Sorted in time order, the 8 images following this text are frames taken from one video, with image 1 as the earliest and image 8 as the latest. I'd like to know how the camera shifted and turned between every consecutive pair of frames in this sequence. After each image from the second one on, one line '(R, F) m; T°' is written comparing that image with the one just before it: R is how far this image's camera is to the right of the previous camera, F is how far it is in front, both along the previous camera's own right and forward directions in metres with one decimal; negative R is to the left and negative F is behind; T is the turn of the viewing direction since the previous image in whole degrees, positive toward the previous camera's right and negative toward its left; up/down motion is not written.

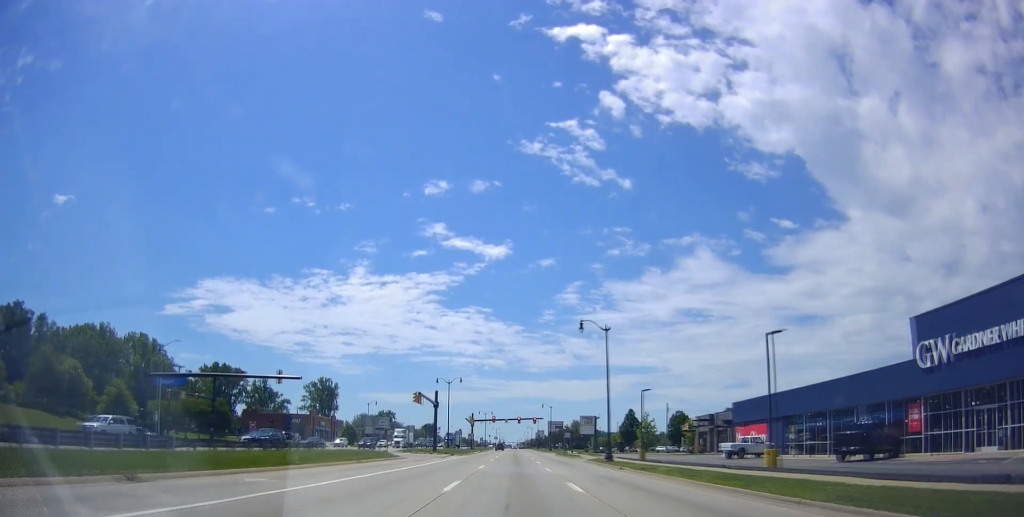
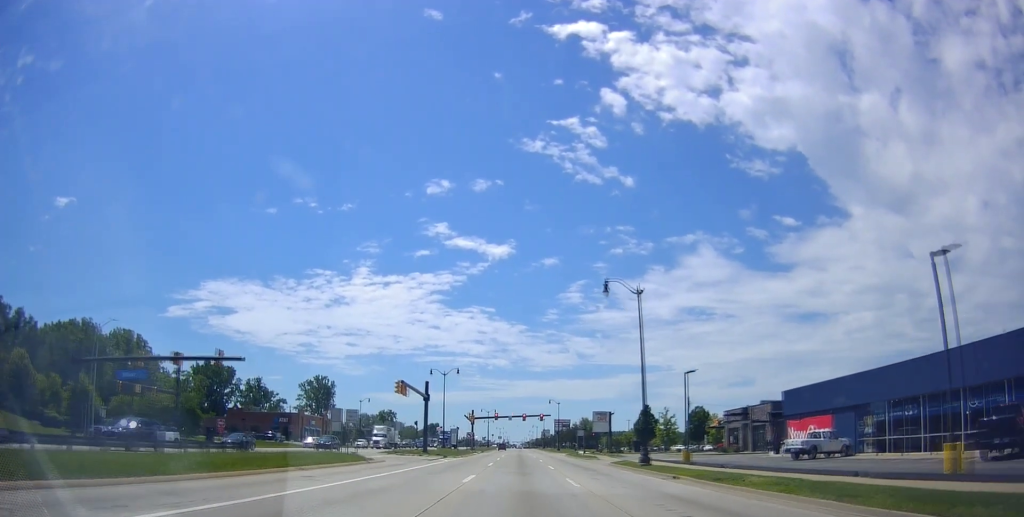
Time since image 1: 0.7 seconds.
(+0.1, +11.0) m; +1°
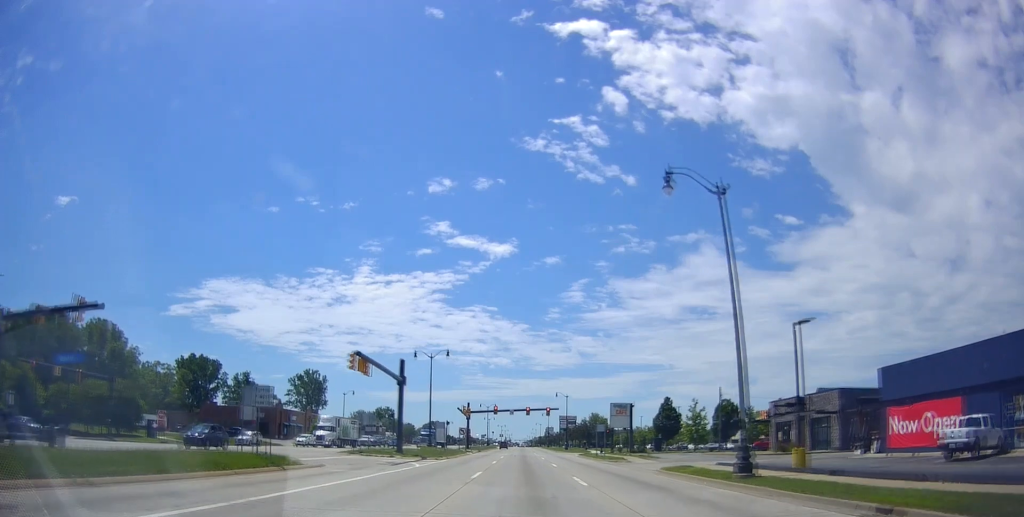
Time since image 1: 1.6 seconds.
(0.0, +15.1) m; 0°
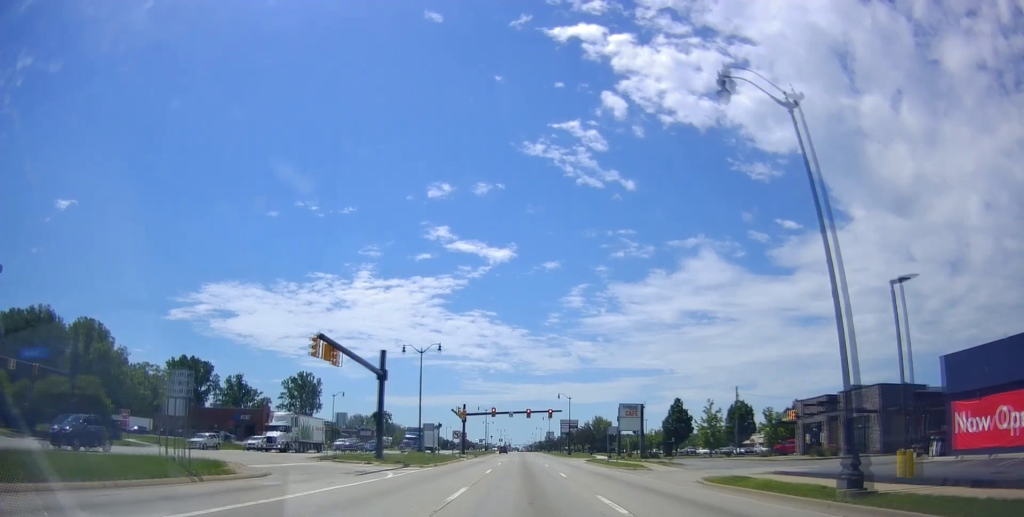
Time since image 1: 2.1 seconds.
(0.0, +7.2) m; 0°
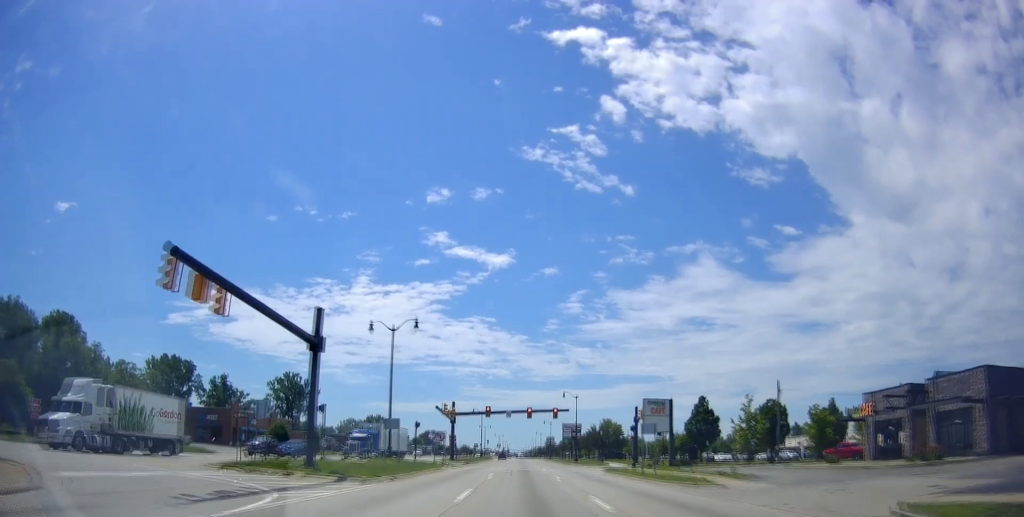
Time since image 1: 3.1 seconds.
(0.0, +15.3) m; +1°
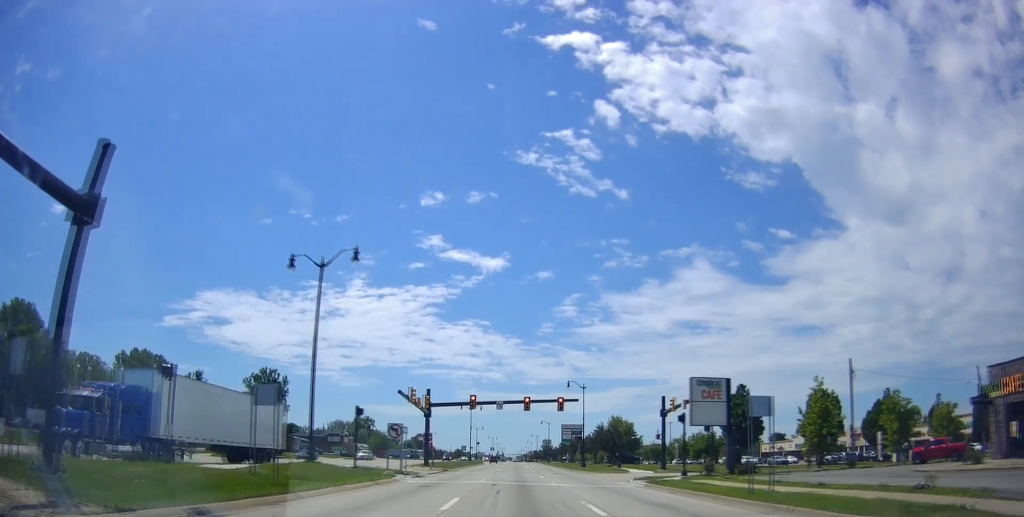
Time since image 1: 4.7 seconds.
(+0.4, +20.8) m; +1°
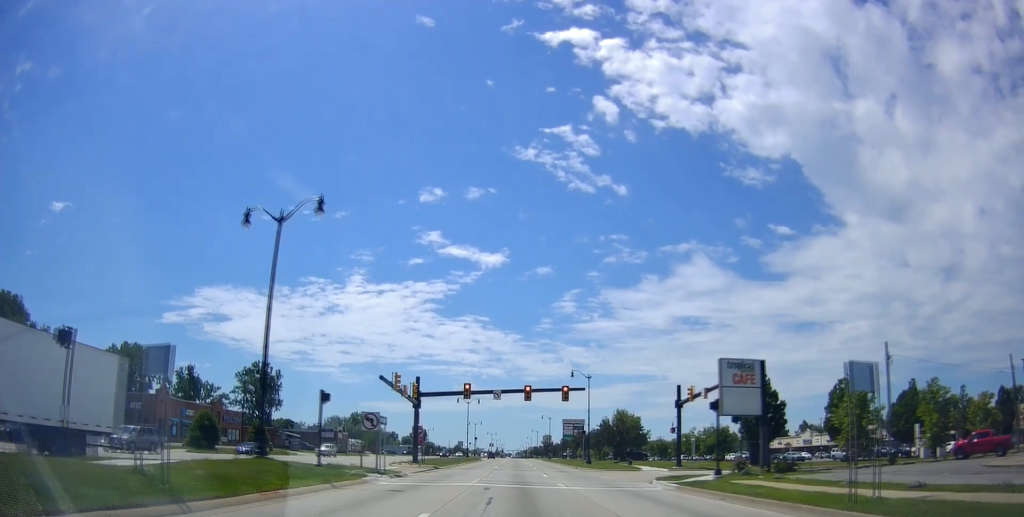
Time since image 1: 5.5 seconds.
(-0.2, +8.2) m; -1°
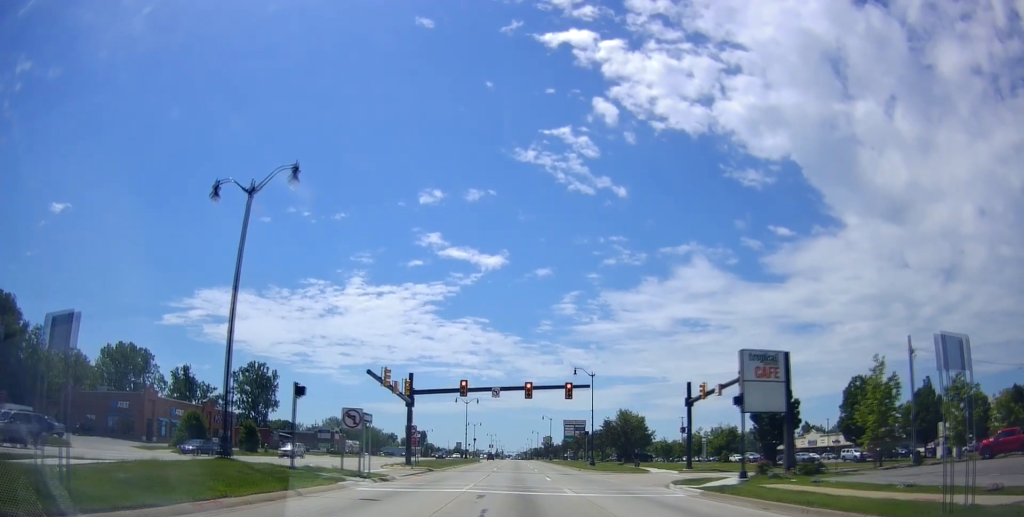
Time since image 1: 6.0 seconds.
(0.0, +4.3) m; 0°
